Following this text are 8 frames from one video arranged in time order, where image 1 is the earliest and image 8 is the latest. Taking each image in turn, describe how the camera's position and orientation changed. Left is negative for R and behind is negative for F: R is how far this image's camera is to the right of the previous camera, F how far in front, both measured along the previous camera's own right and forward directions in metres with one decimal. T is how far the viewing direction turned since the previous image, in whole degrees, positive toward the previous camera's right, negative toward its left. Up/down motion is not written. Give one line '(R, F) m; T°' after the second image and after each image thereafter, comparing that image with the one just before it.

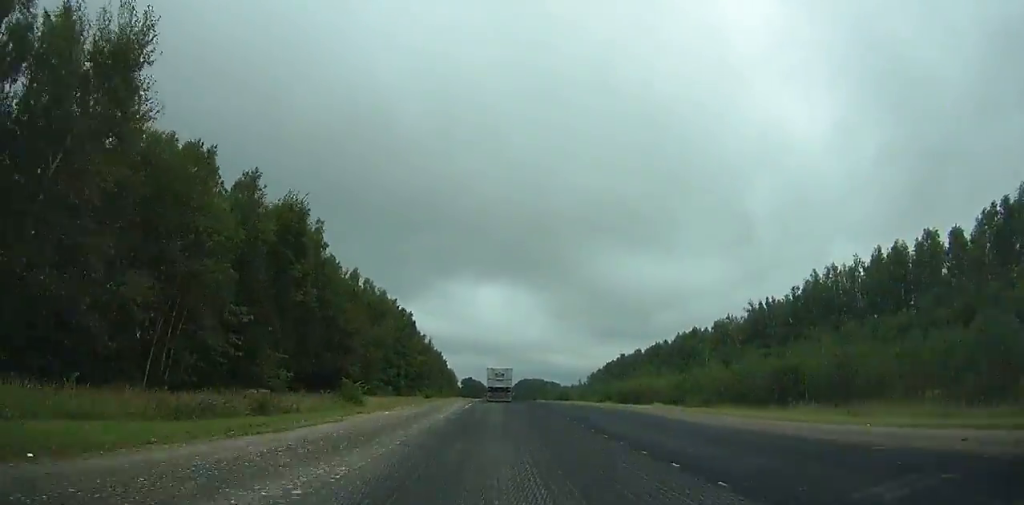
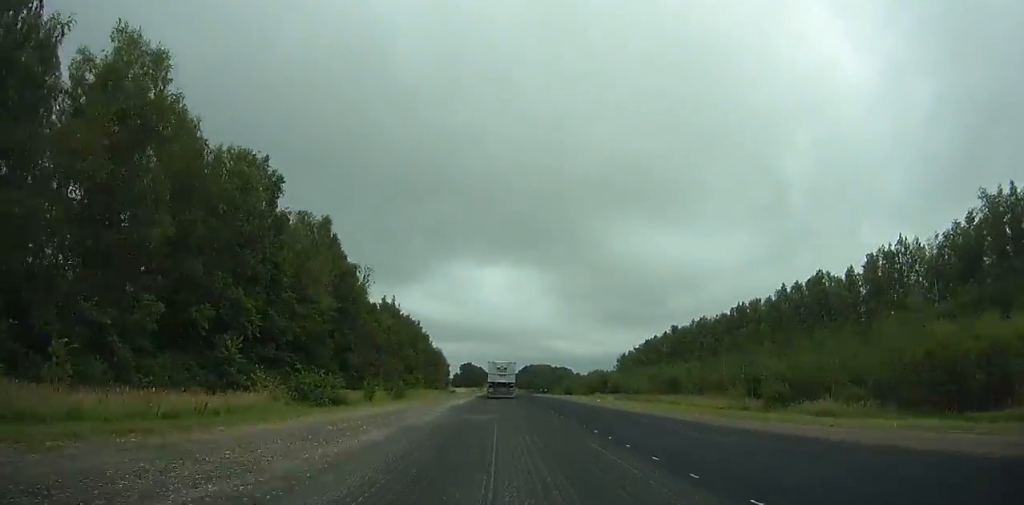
(0.0, +79.9) m; 0°
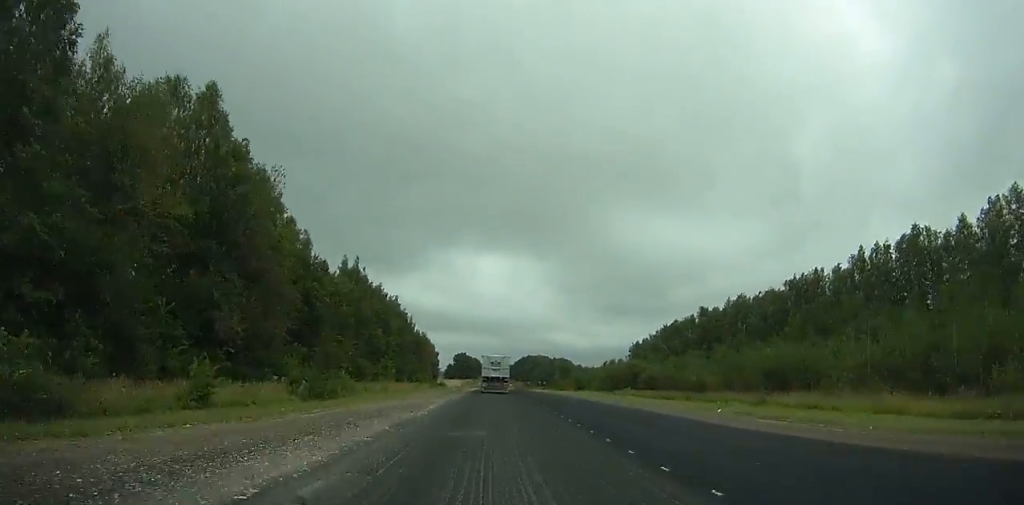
(0.0, +33.1) m; 0°
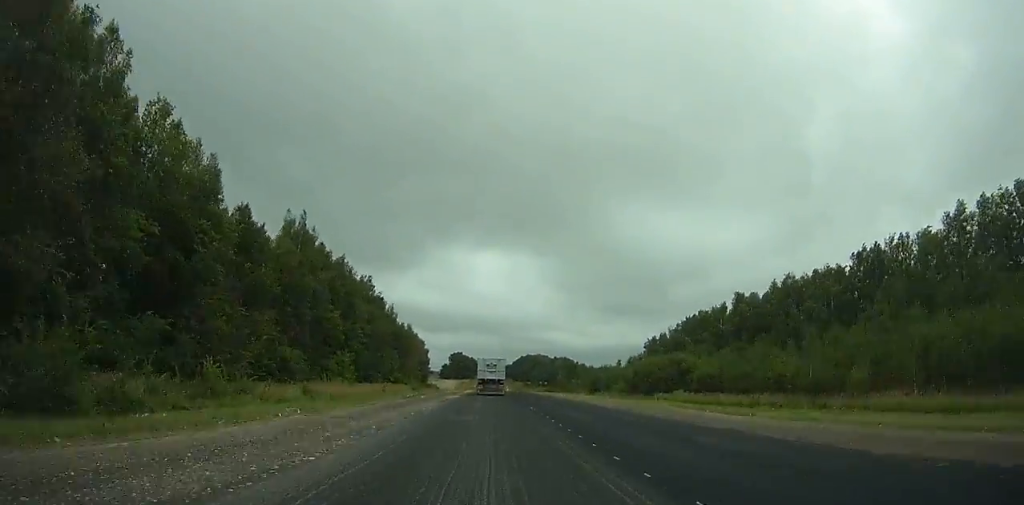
(0.0, +27.7) m; 0°
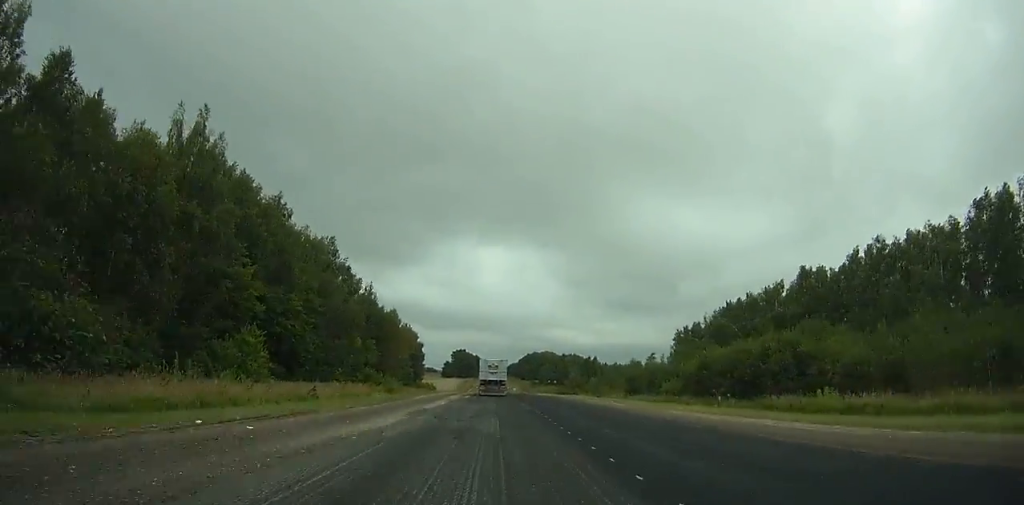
(0.0, +29.7) m; 0°
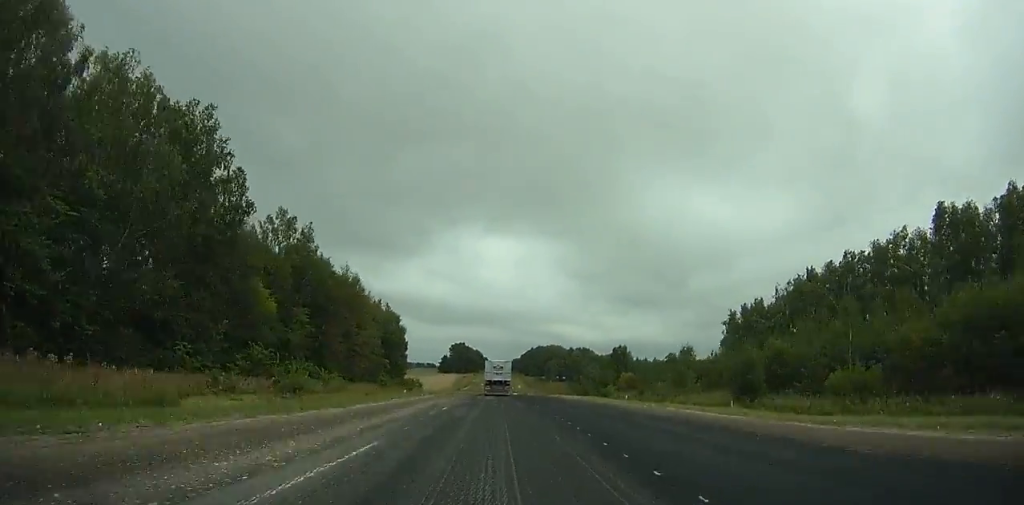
(0.0, +42.7) m; 0°
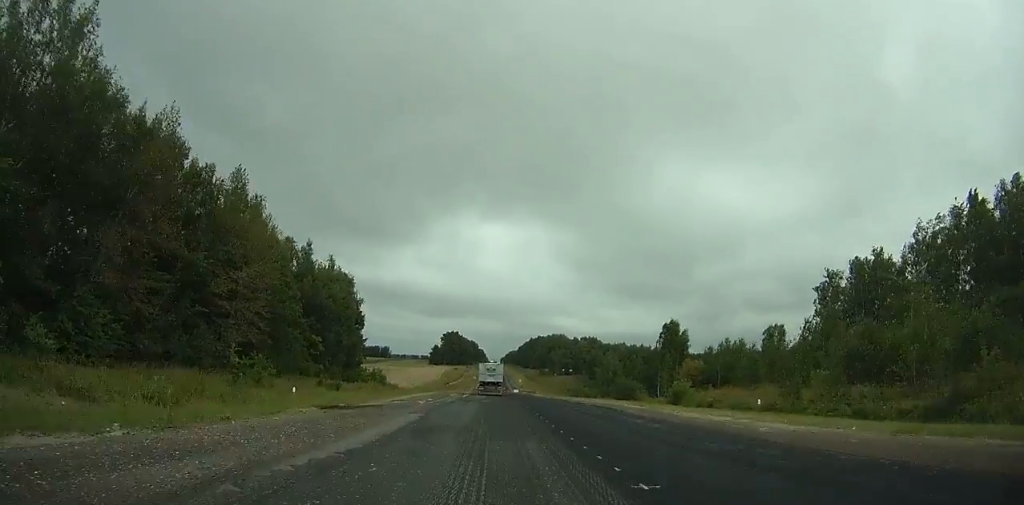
(+0.1, +48.7) m; 0°
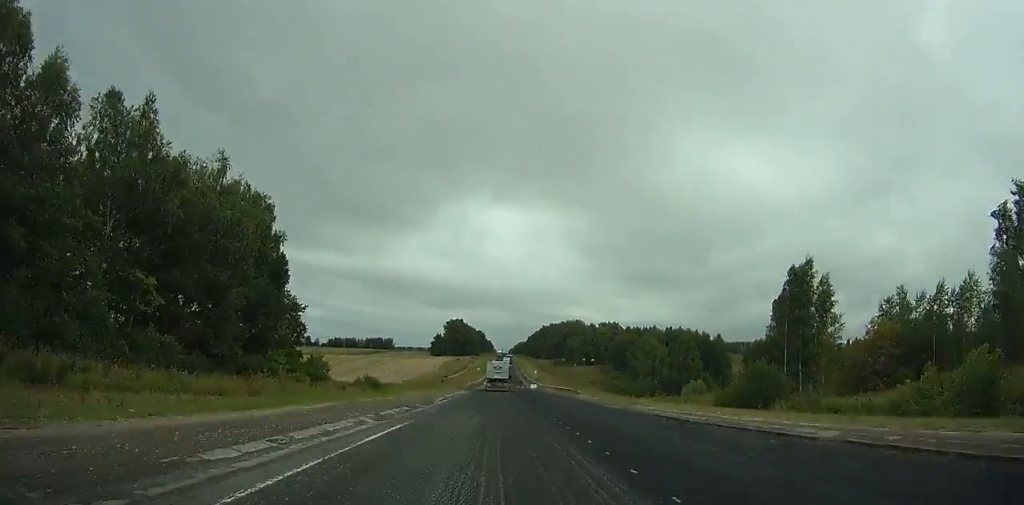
(0.0, +43.6) m; 0°
